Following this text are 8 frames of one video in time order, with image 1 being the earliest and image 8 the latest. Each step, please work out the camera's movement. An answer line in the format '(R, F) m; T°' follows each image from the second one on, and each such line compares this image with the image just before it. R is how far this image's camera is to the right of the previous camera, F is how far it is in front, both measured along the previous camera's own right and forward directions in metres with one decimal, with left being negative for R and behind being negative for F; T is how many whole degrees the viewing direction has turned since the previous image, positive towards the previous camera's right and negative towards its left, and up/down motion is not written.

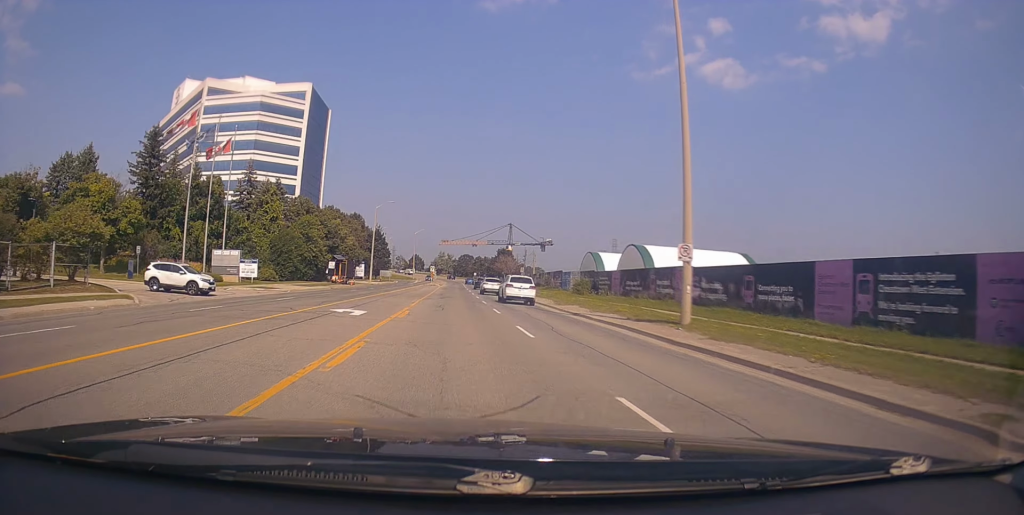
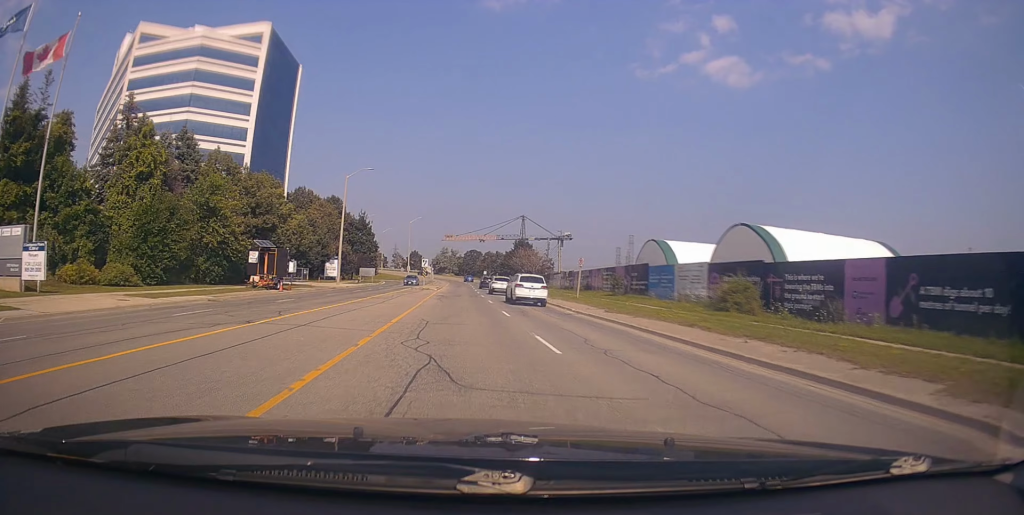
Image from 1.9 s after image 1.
(0.0, +30.7) m; 0°
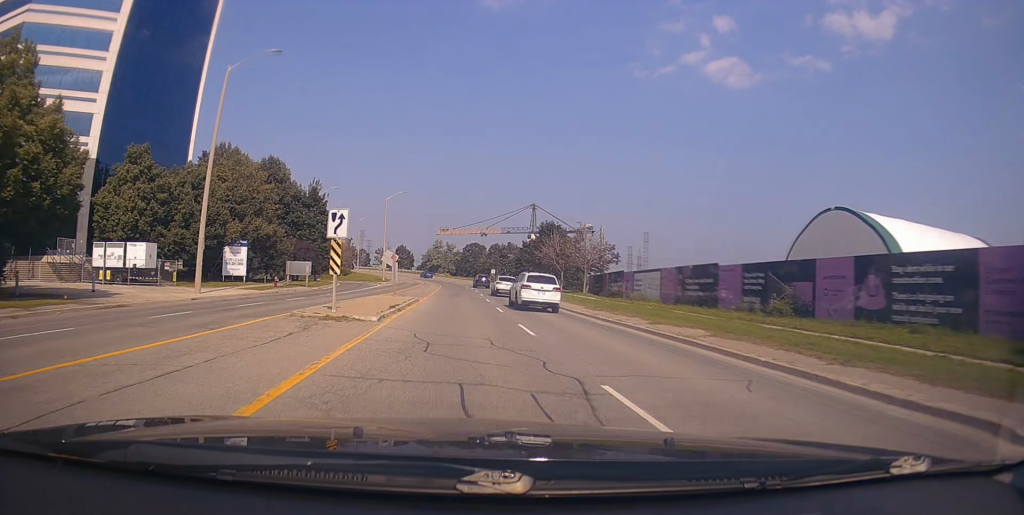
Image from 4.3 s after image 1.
(+0.2, +37.6) m; +1°
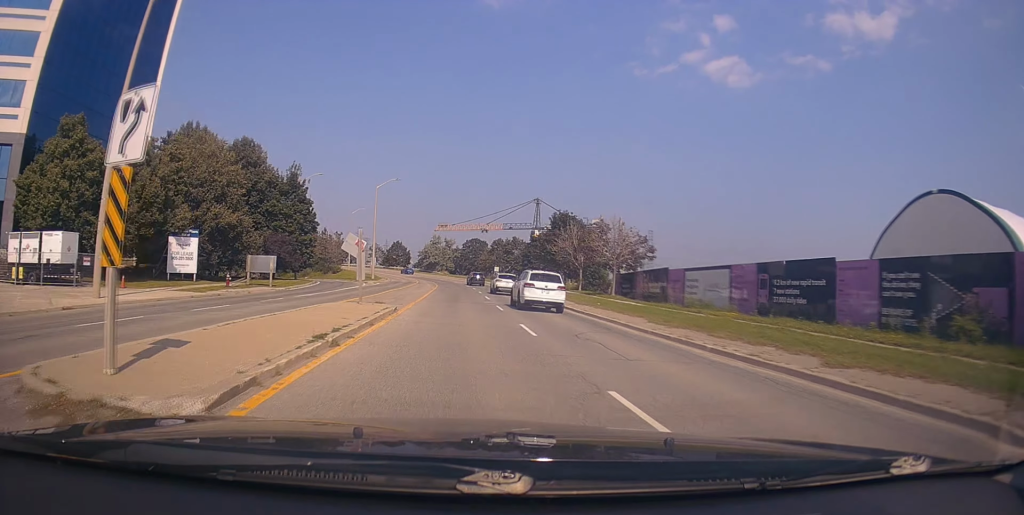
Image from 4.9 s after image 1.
(-0.1, +10.3) m; +1°
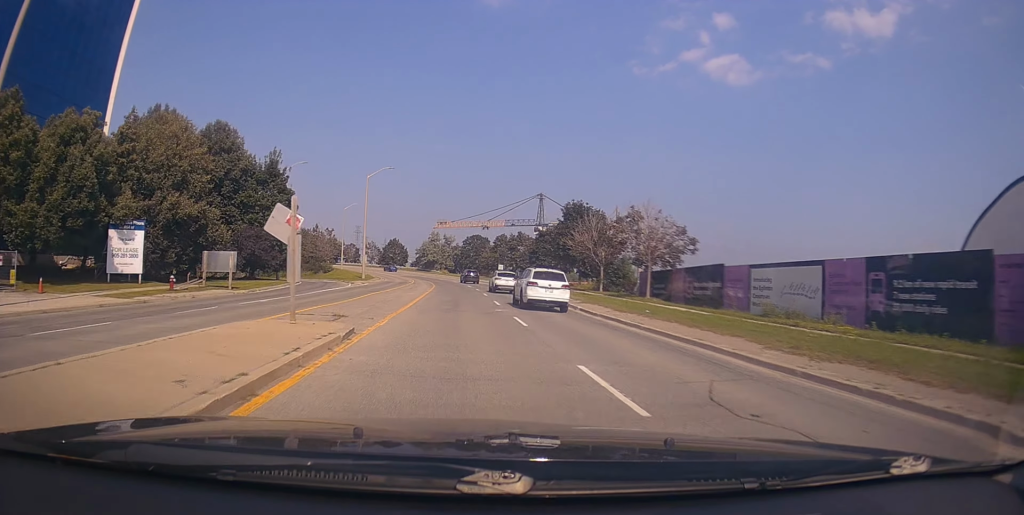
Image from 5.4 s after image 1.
(+0.1, +8.0) m; 0°
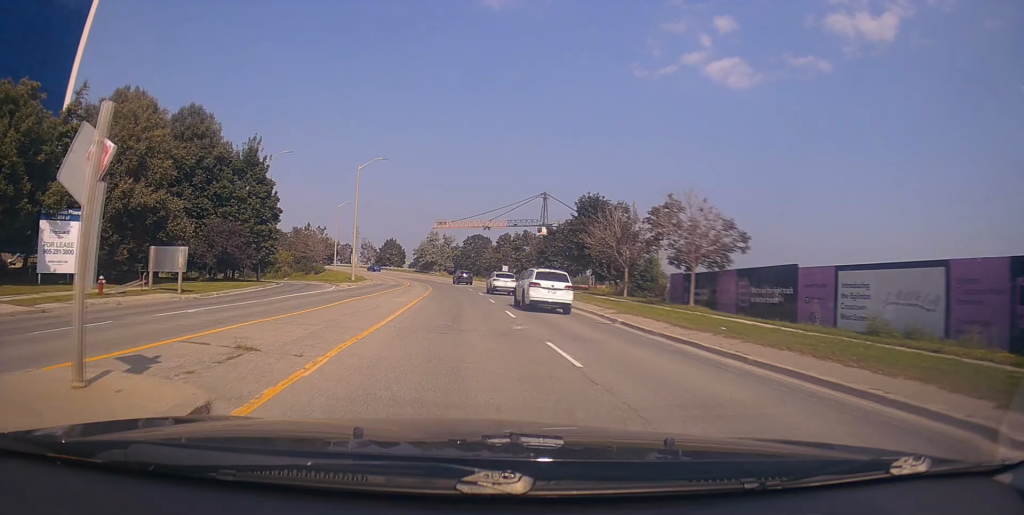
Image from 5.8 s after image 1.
(+0.2, +6.9) m; 0°
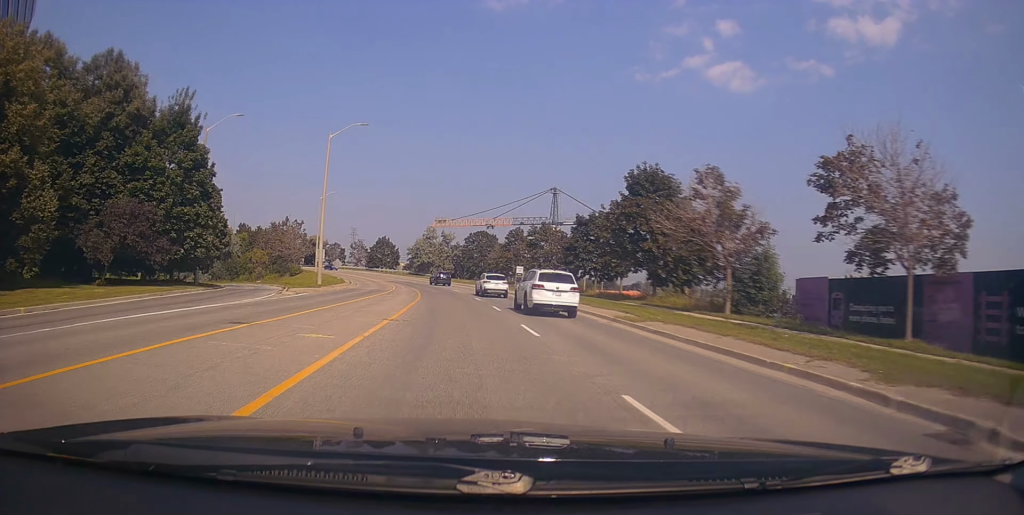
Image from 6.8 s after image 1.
(-0.3, +15.7) m; -3°
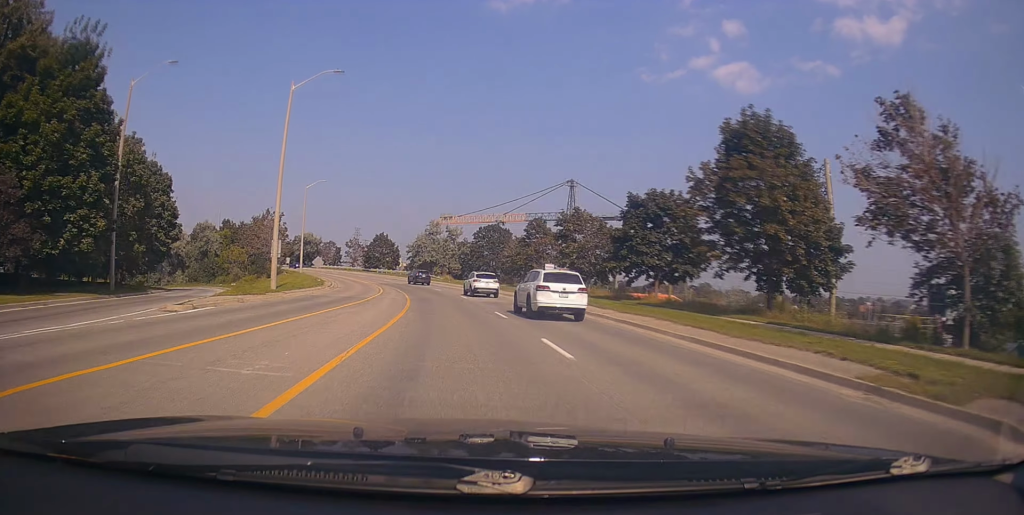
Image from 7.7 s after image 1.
(-0.4, +13.5) m; +1°
